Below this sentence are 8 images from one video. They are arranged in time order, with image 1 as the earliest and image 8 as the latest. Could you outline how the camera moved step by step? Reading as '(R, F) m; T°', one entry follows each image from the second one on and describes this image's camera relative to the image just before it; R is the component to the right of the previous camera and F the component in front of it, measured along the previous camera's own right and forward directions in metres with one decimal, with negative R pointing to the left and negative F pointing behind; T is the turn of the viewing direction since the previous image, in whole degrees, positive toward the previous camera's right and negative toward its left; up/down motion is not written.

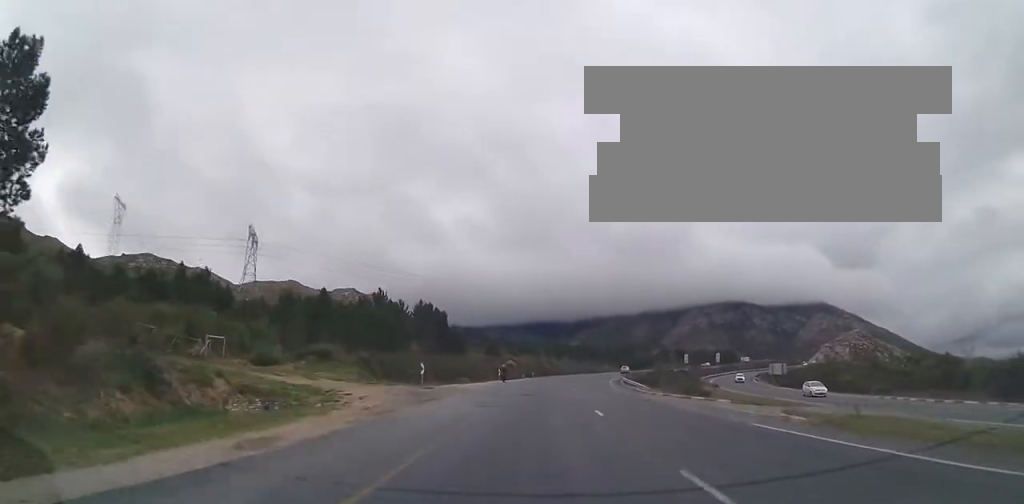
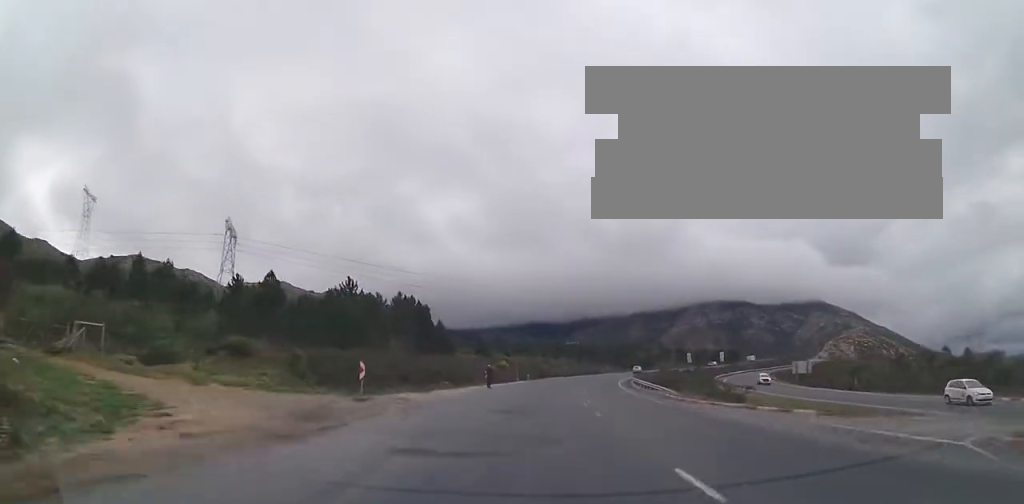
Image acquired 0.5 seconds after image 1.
(-0.1, +12.0) m; +1°
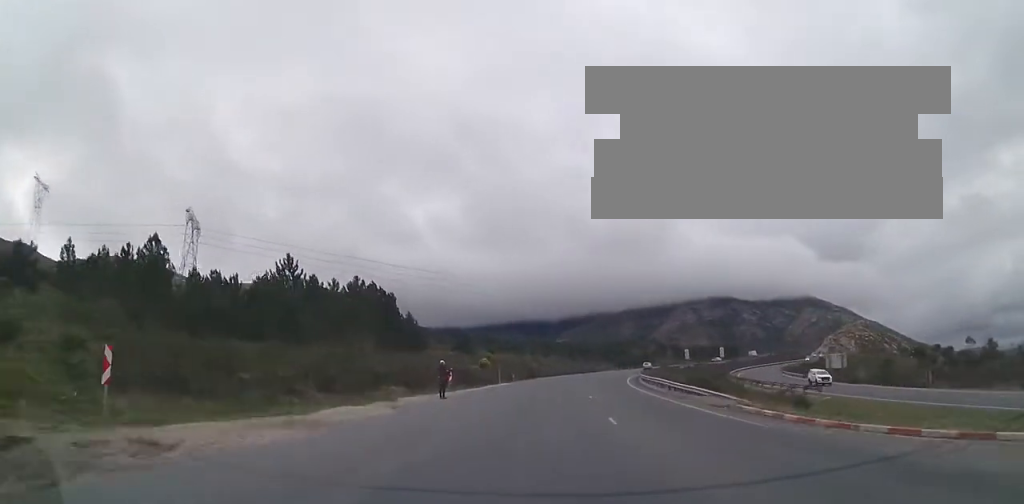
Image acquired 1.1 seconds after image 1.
(-0.5, +15.4) m; +1°
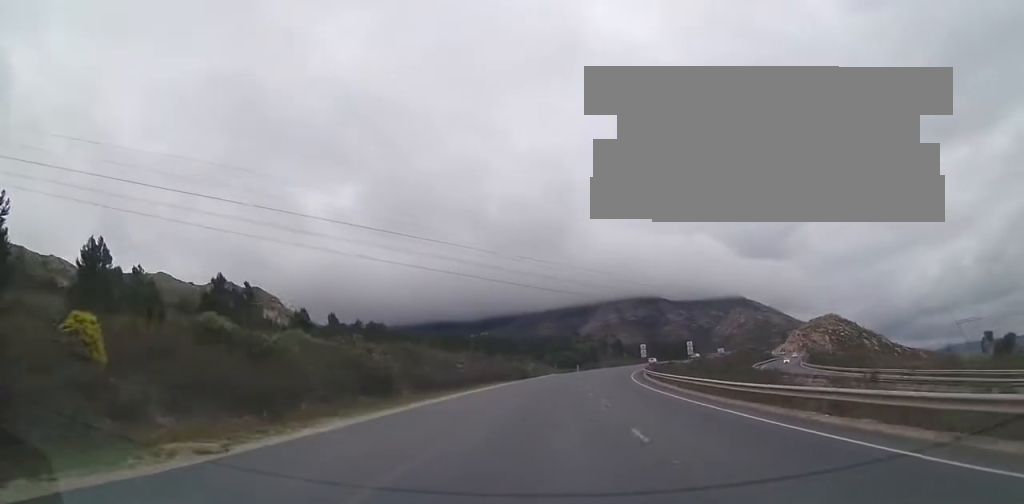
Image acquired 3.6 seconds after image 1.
(+3.9, +63.8) m; +6°
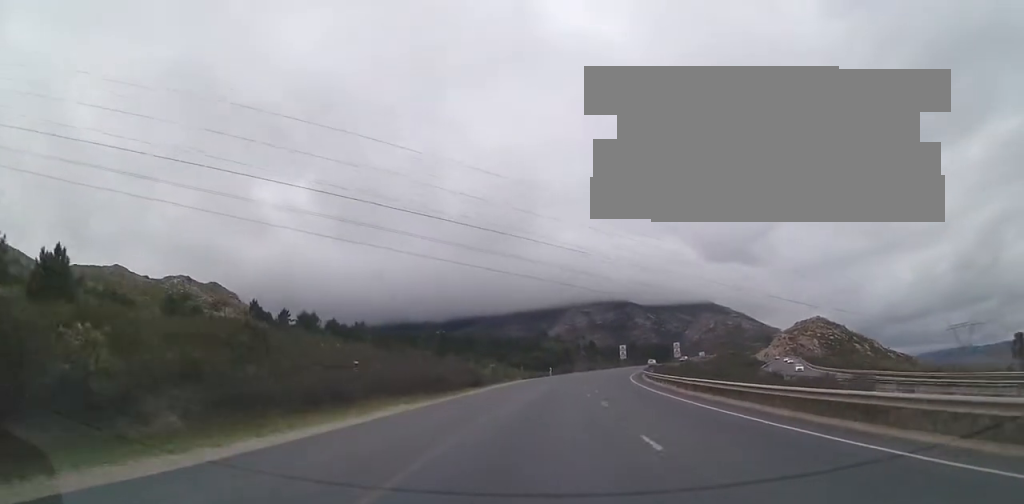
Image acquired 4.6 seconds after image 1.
(+1.0, +25.1) m; +5°
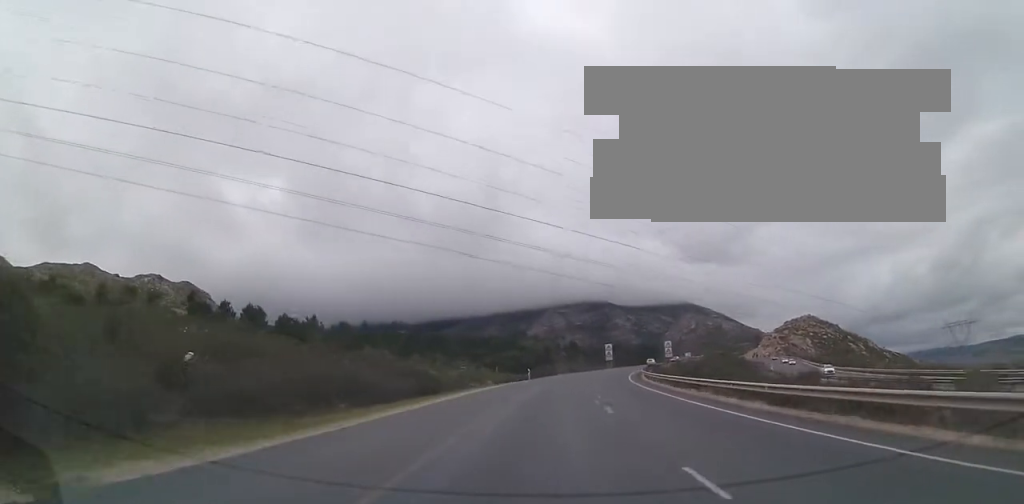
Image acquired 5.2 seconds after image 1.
(+0.7, +15.9) m; +2°
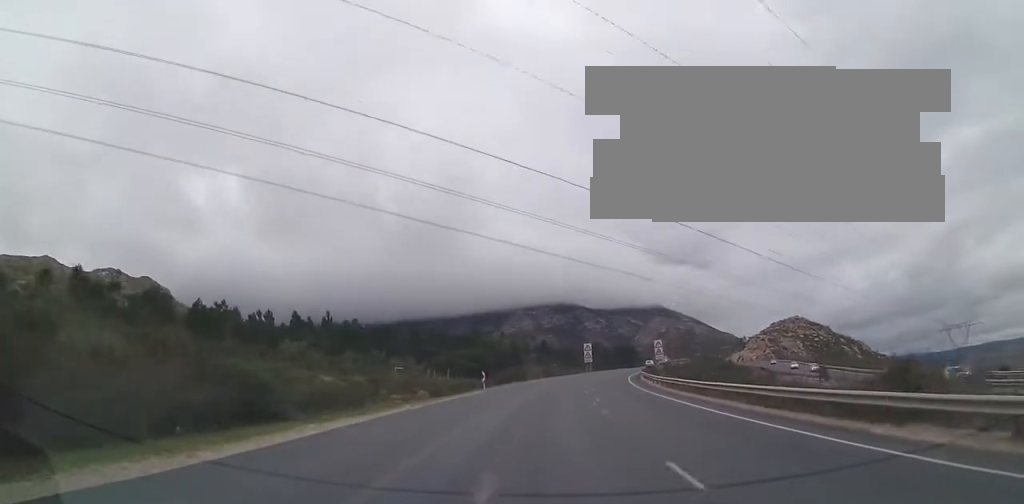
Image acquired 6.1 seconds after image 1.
(0.0, +23.3) m; 0°
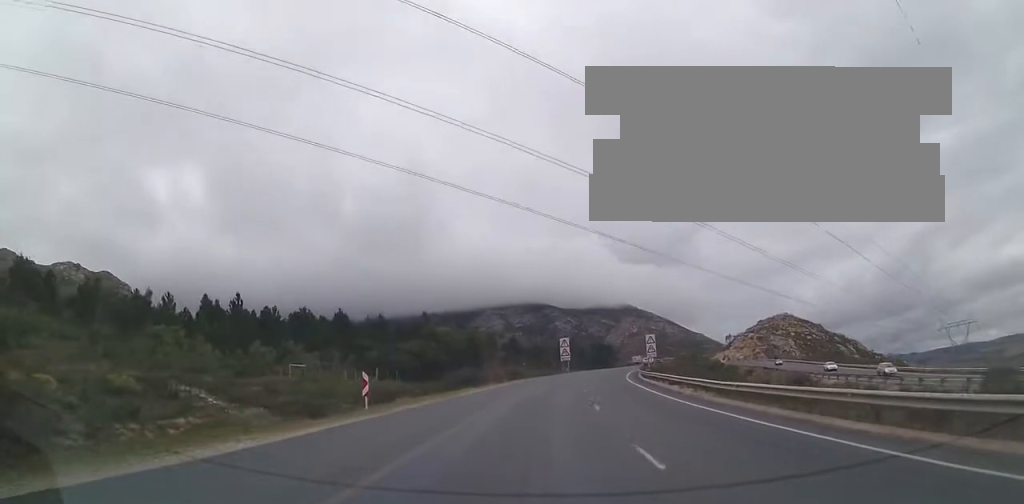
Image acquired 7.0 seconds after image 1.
(-0.1, +22.4) m; +3°
